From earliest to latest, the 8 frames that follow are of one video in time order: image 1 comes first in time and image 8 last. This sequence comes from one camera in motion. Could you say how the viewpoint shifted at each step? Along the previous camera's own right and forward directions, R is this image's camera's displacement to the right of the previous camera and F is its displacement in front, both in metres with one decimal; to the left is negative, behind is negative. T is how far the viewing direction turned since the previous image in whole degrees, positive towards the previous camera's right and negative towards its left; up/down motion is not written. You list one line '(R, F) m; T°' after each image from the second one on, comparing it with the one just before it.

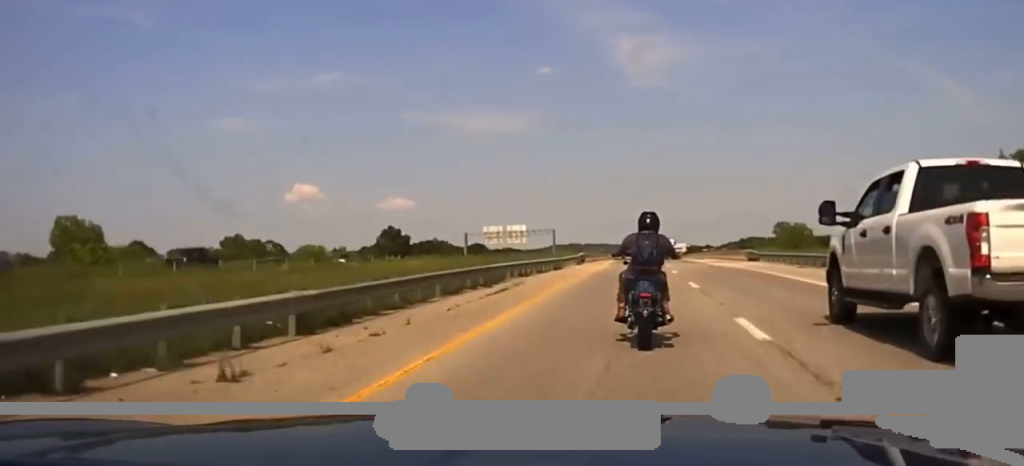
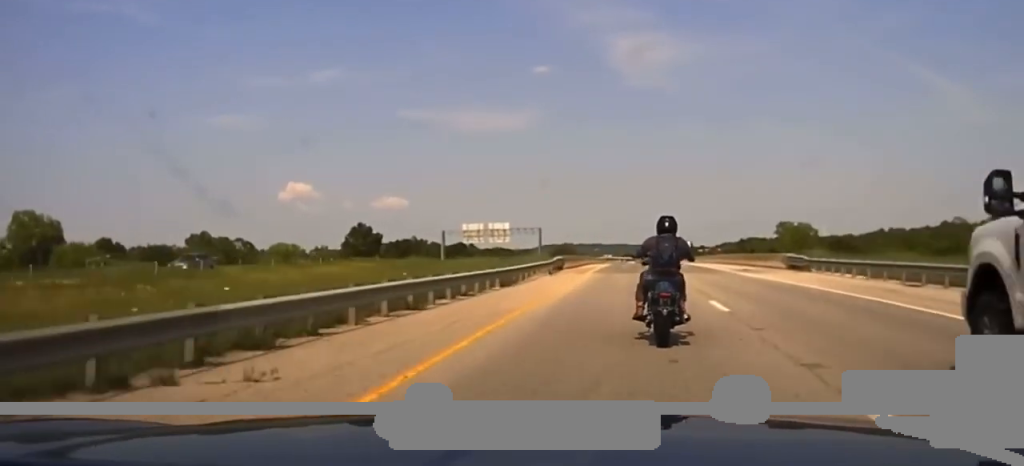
(-0.1, +21.9) m; 0°
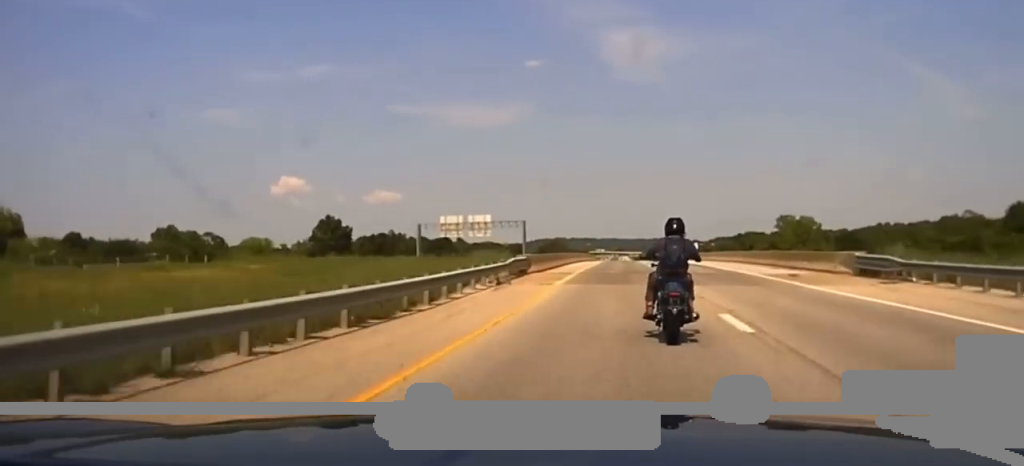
(0.0, +19.1) m; 0°
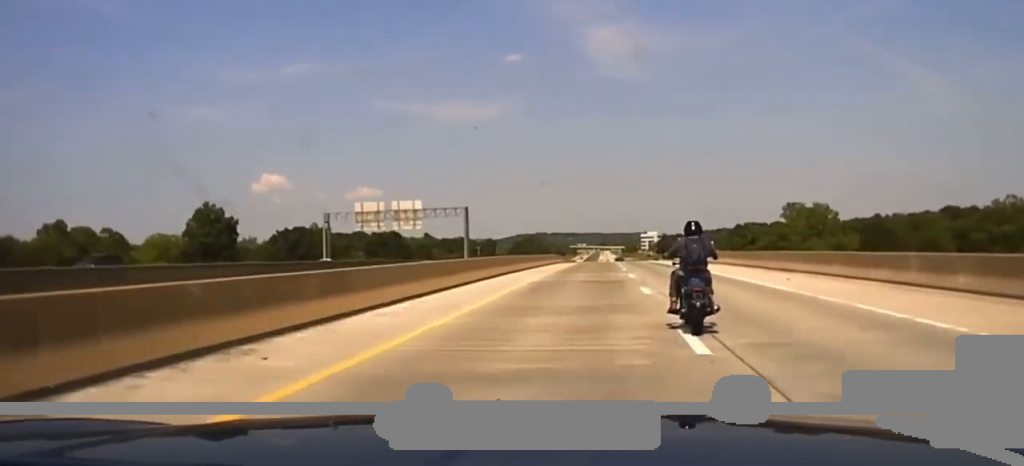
(+0.7, +49.6) m; +2°
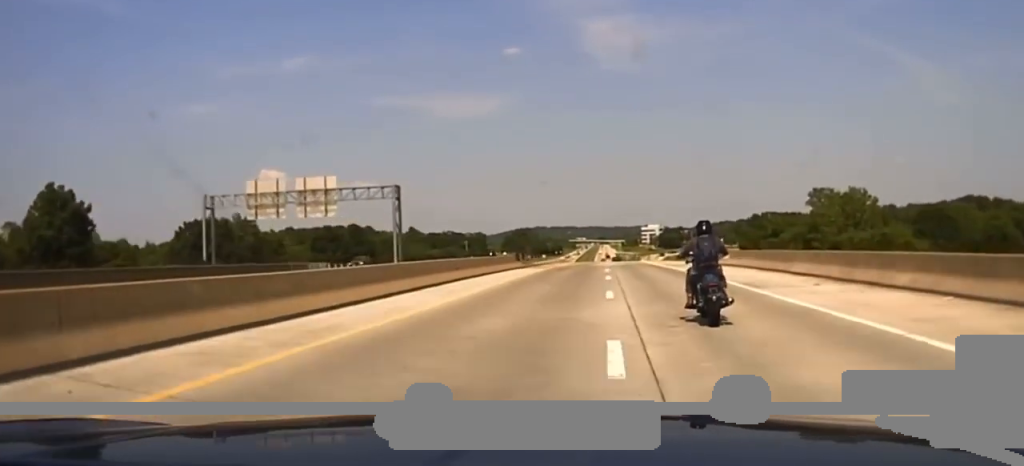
(+0.2, +36.6) m; 0°
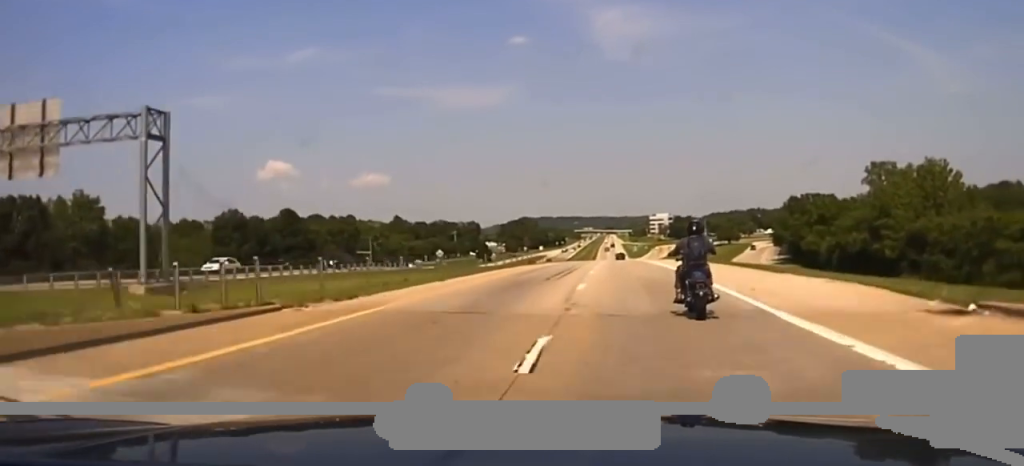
(-0.3, +41.6) m; -1°
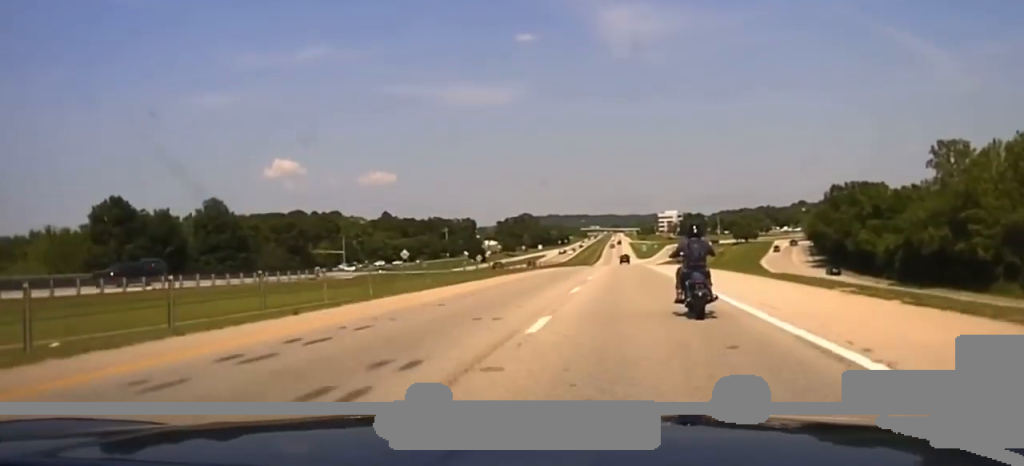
(-0.1, +32.8) m; 0°
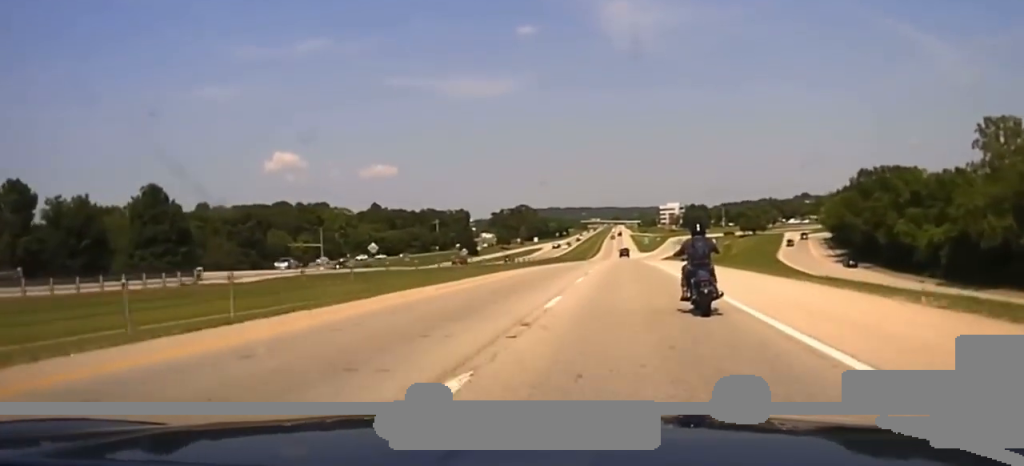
(0.0, +19.6) m; 0°
